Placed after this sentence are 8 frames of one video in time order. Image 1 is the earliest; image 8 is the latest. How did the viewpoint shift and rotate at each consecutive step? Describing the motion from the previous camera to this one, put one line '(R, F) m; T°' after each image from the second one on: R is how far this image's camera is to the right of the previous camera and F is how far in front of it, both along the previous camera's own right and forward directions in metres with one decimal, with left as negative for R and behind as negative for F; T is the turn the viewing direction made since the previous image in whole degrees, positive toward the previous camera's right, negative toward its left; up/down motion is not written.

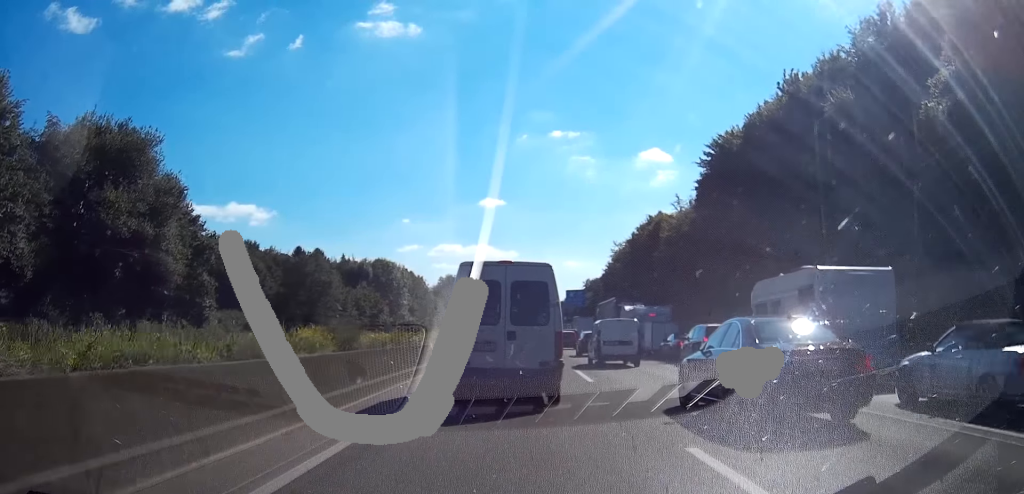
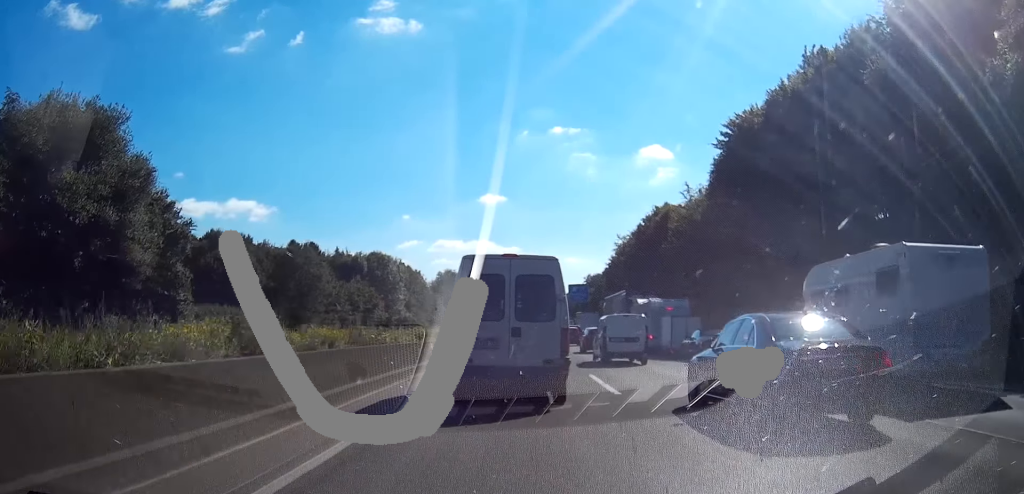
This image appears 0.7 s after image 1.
(+0.1, +4.7) m; -1°
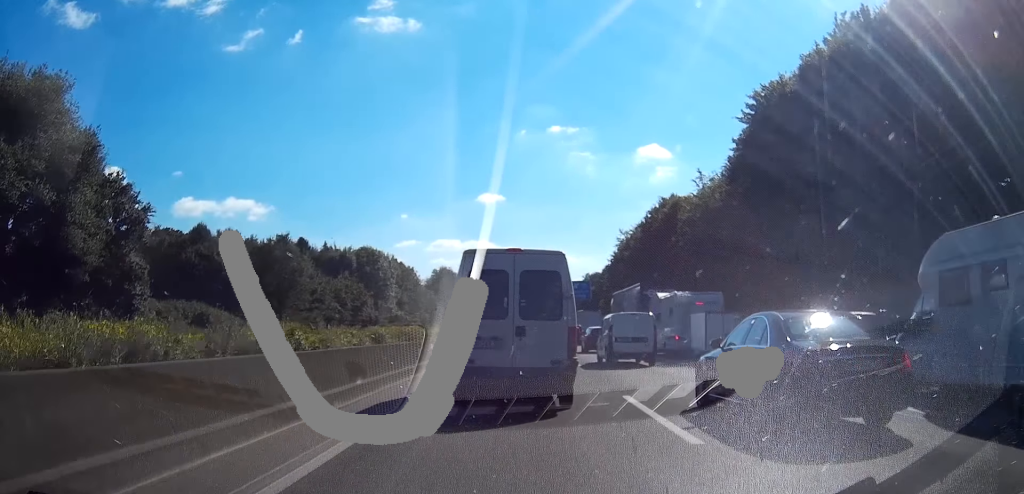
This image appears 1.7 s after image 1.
(-0.1, +6.4) m; -3°
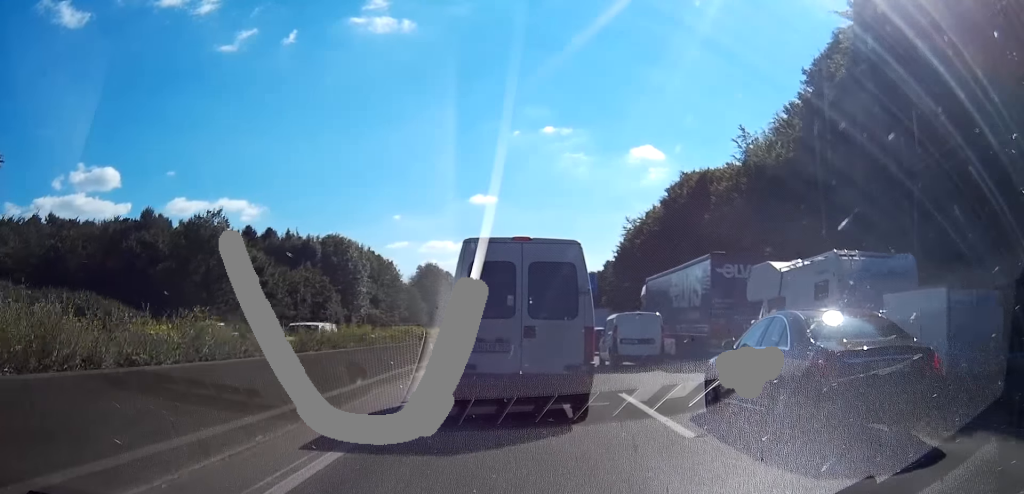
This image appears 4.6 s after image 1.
(+0.6, +15.5) m; +7°
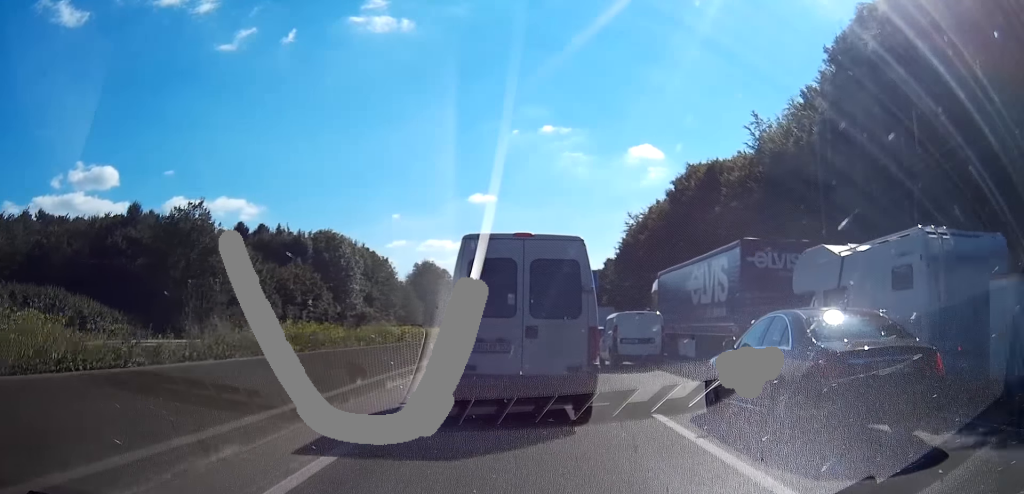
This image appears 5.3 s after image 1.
(0.0, +3.1) m; -2°
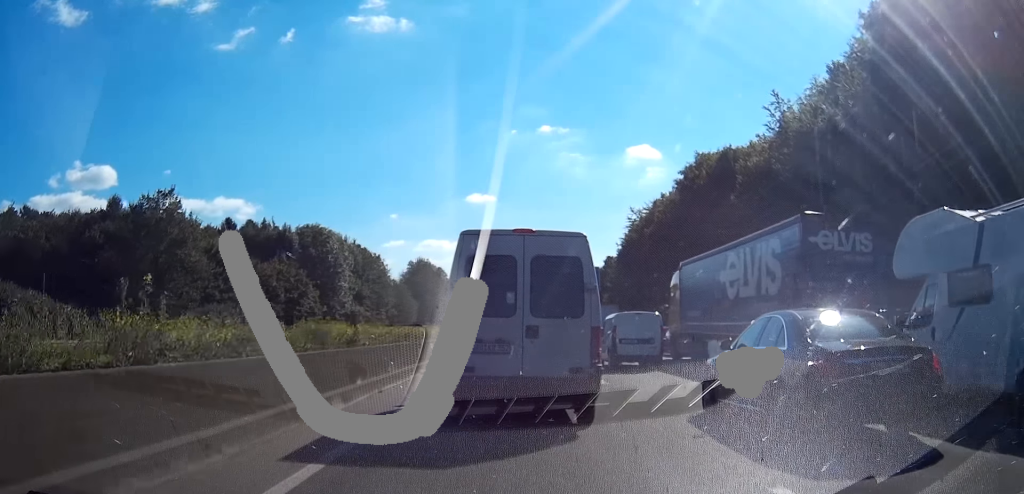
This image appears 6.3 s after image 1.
(-0.3, +4.2) m; -5°
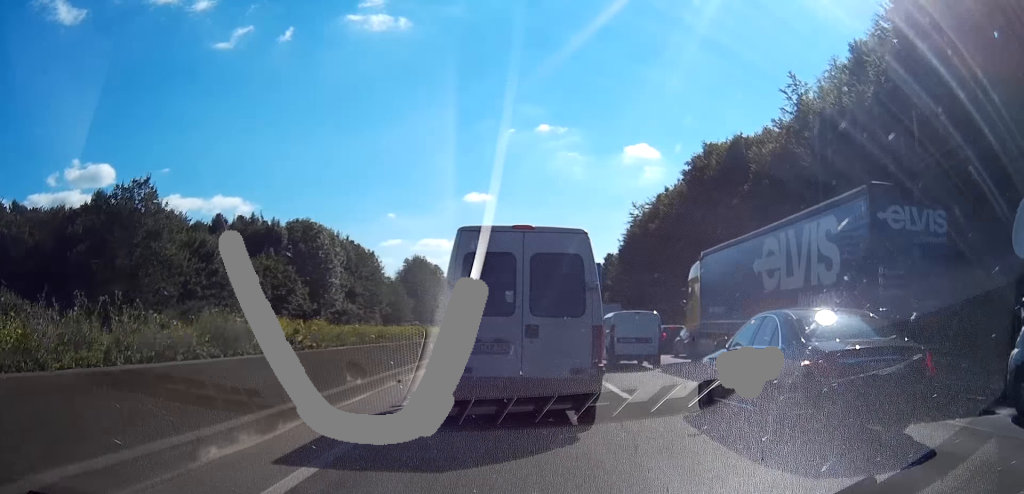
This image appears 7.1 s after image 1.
(-0.2, +3.0) m; +3°
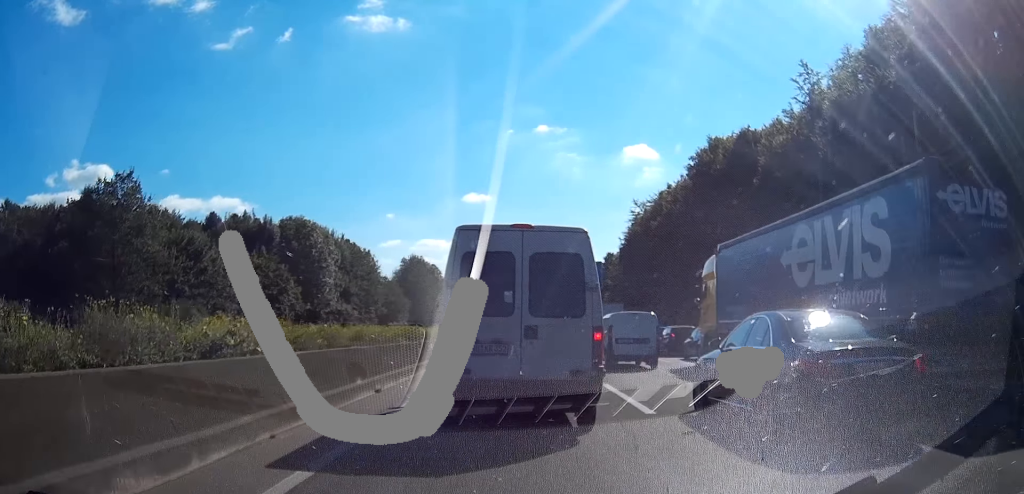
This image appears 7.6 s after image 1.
(+0.2, +1.9) m; +6°
